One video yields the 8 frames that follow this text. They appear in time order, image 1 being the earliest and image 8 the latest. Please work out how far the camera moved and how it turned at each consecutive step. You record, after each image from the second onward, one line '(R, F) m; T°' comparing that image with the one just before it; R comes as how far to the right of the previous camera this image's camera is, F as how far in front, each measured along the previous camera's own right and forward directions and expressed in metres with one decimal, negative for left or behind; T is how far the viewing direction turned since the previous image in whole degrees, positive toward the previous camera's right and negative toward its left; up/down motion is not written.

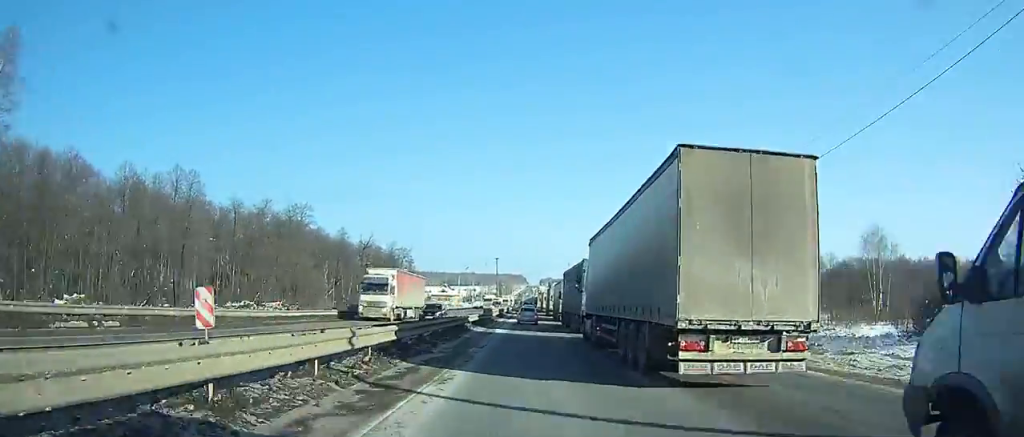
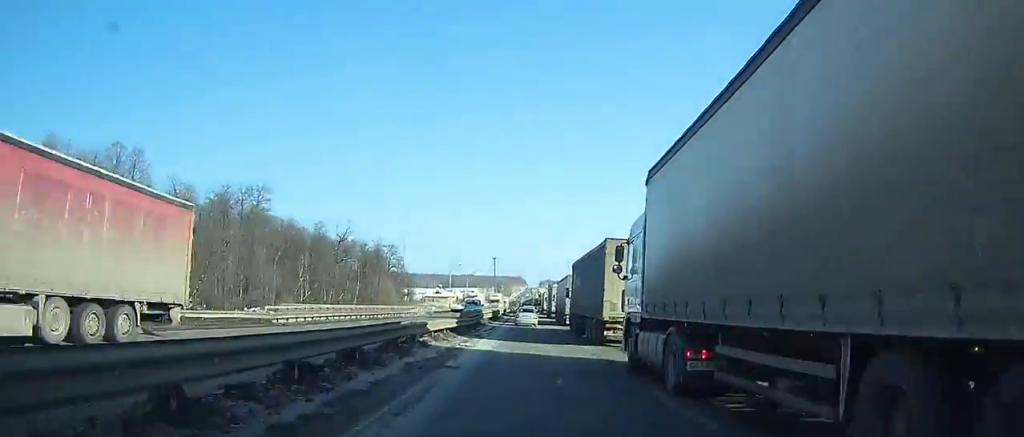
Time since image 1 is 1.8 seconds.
(+0.1, +15.6) m; +1°
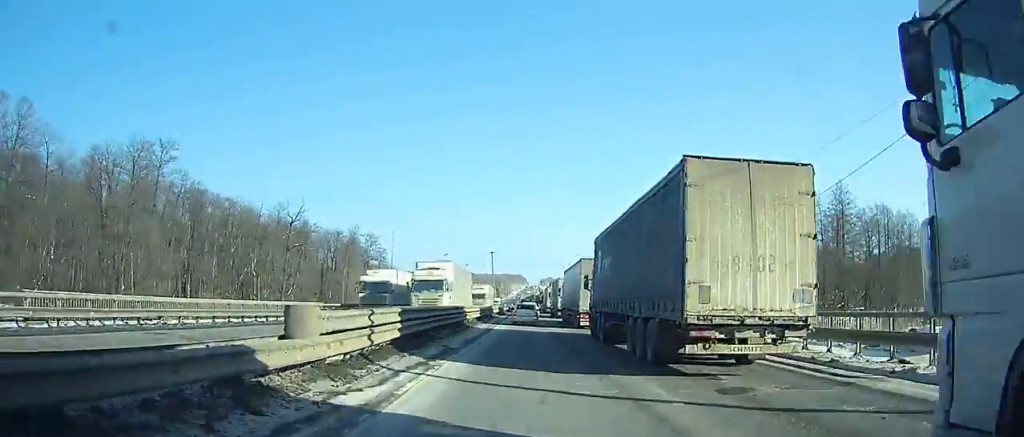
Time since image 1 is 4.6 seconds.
(+0.2, +21.9) m; 0°
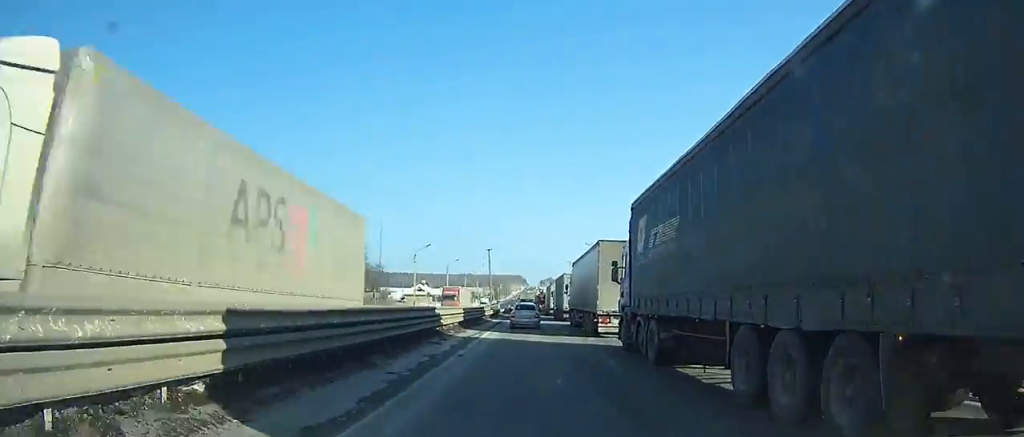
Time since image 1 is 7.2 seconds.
(0.0, +18.4) m; 0°
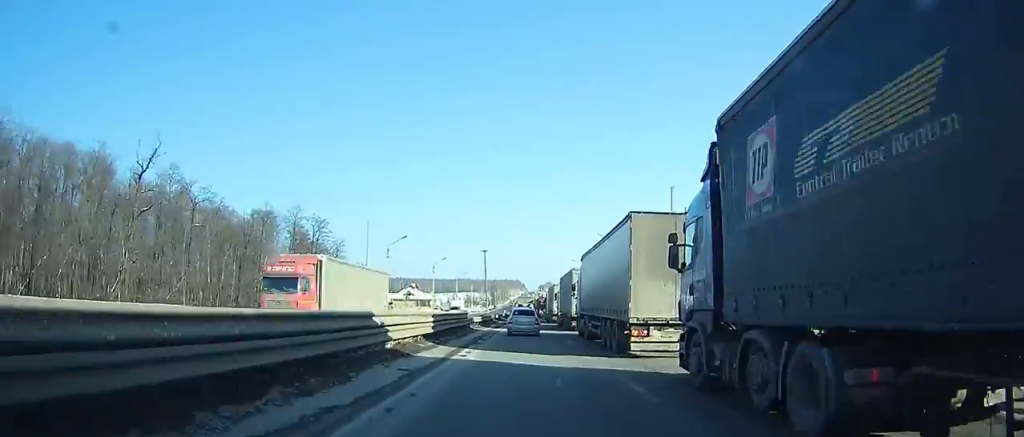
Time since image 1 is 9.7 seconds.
(-0.1, +16.1) m; -1°
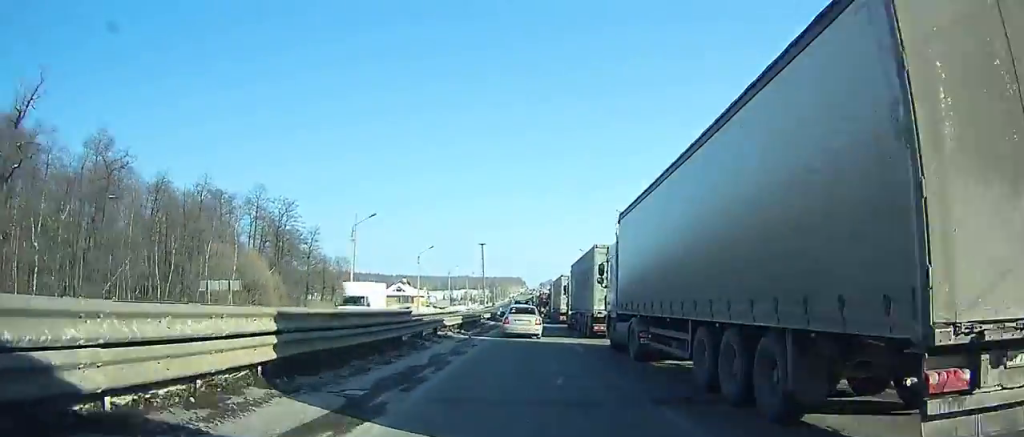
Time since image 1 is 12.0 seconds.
(-0.1, +13.4) m; -1°
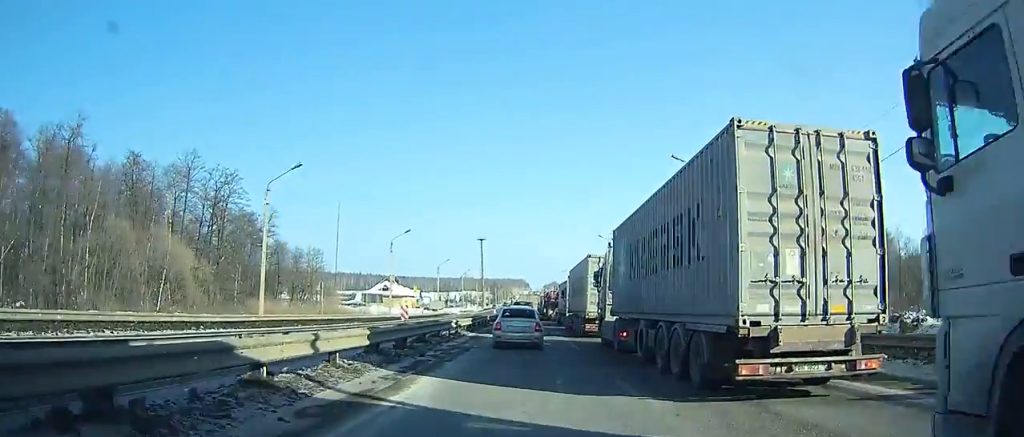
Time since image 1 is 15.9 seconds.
(-0.2, +20.0) m; 0°
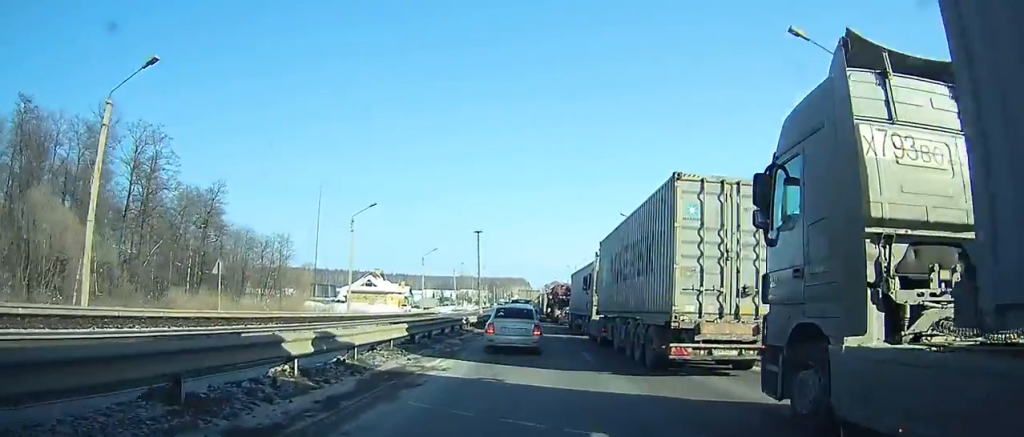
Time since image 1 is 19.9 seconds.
(+0.5, +15.5) m; +2°
